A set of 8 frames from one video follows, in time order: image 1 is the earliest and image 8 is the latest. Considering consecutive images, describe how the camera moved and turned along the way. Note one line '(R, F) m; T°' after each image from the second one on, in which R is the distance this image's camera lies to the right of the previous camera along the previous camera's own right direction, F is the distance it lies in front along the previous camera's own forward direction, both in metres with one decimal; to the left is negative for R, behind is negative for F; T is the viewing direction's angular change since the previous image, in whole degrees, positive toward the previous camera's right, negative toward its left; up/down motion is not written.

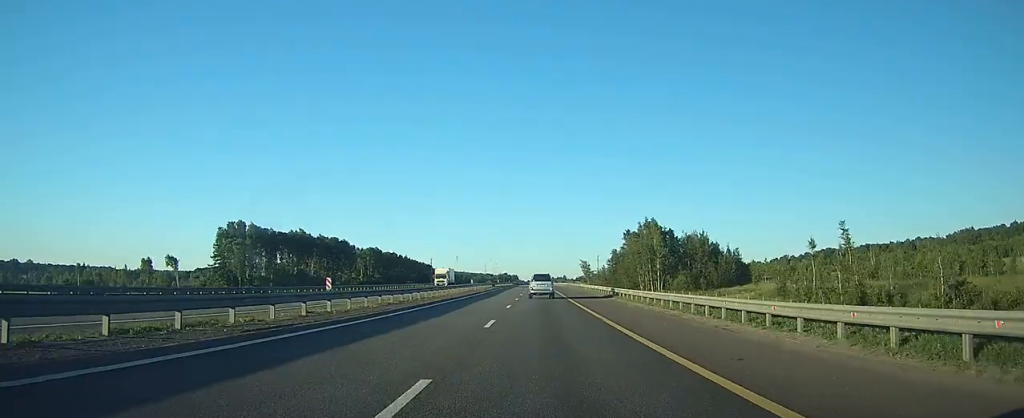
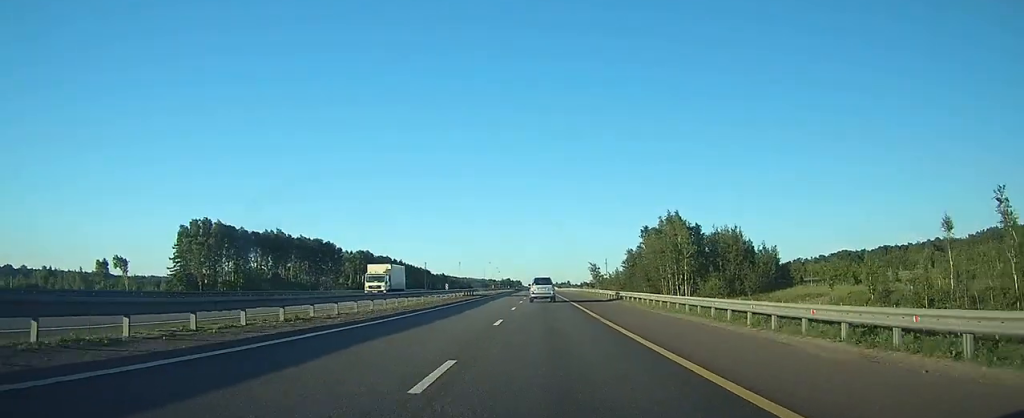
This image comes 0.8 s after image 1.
(-0.1, +23.0) m; -1°
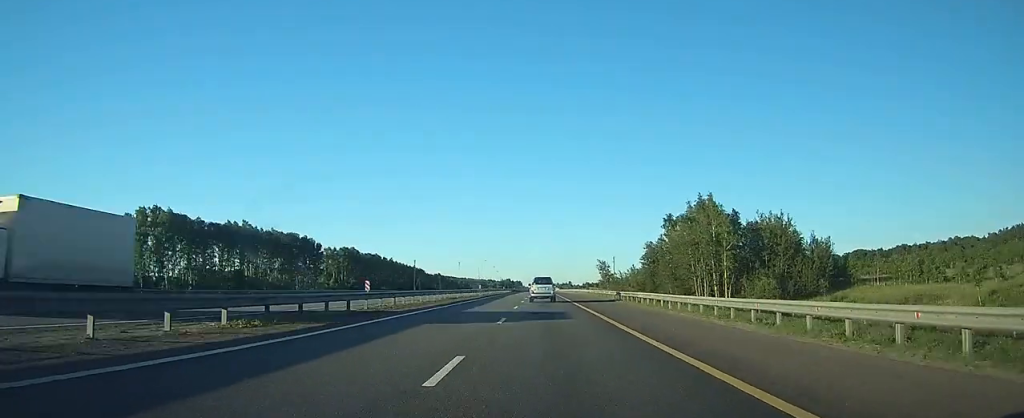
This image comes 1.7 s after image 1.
(-0.2, +25.4) m; -1°
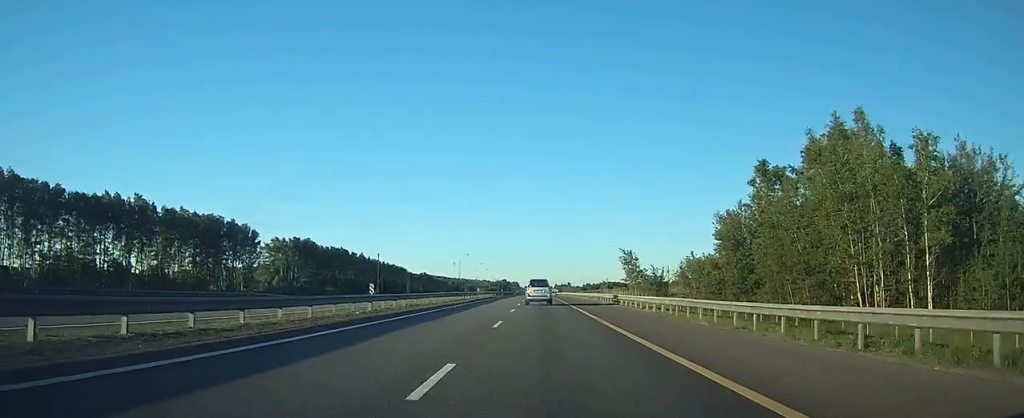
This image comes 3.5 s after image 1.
(+1.3, +48.1) m; +3°
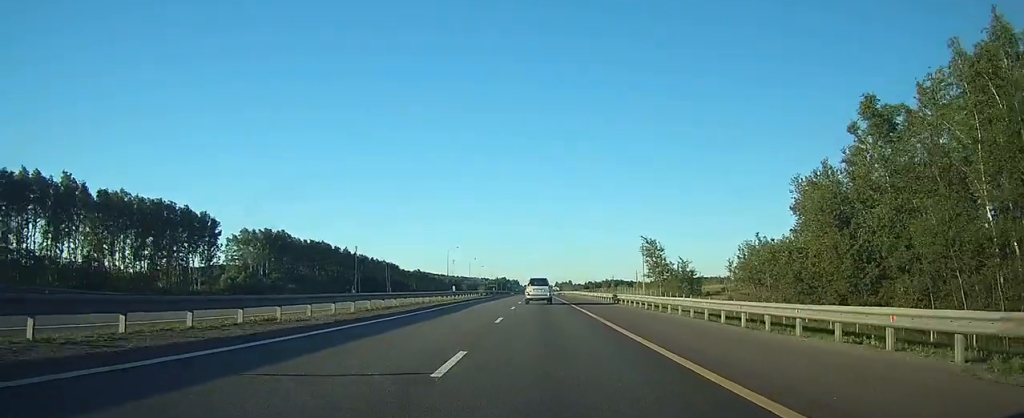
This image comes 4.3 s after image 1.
(-0.4, +20.3) m; -1°
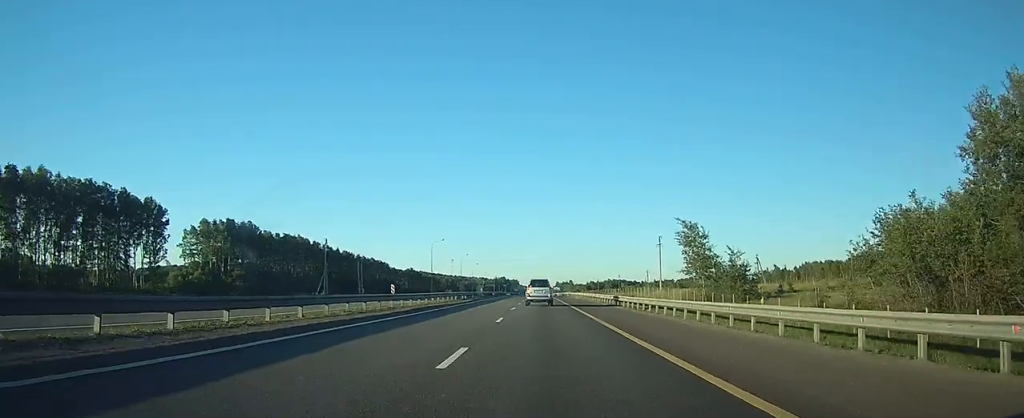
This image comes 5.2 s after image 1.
(-0.2, +21.6) m; 0°
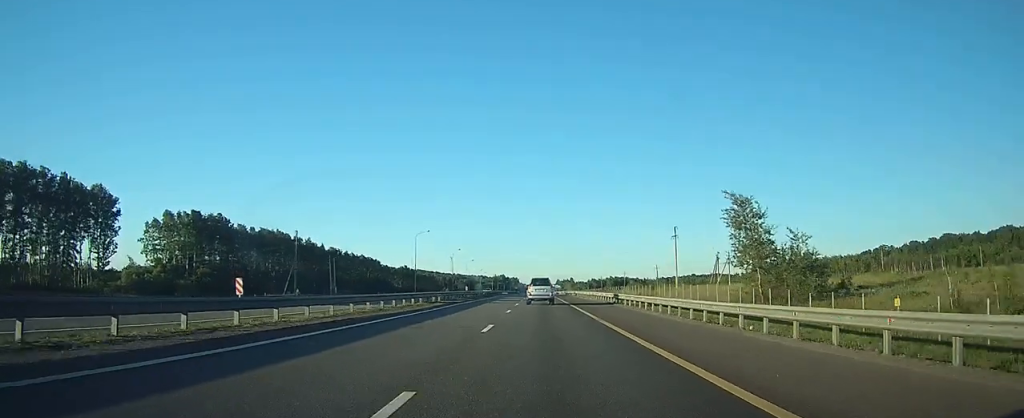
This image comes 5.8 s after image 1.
(0.0, +16.1) m; 0°
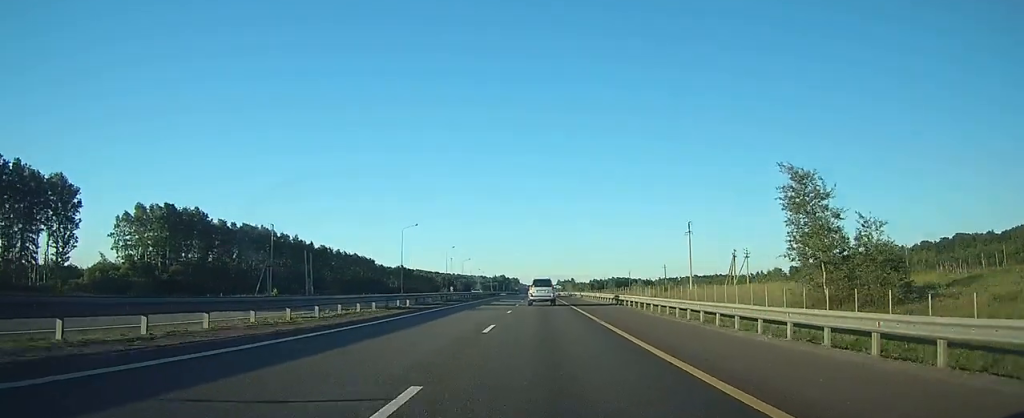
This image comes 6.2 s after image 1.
(0.0, +11.3) m; 0°
